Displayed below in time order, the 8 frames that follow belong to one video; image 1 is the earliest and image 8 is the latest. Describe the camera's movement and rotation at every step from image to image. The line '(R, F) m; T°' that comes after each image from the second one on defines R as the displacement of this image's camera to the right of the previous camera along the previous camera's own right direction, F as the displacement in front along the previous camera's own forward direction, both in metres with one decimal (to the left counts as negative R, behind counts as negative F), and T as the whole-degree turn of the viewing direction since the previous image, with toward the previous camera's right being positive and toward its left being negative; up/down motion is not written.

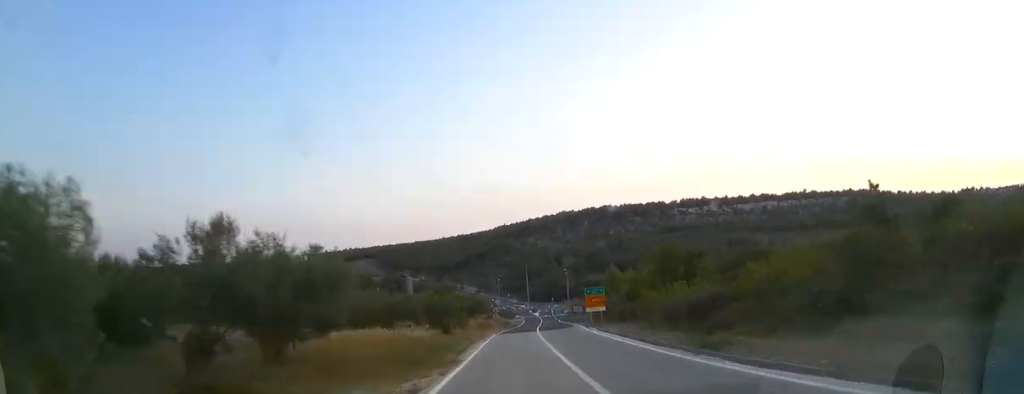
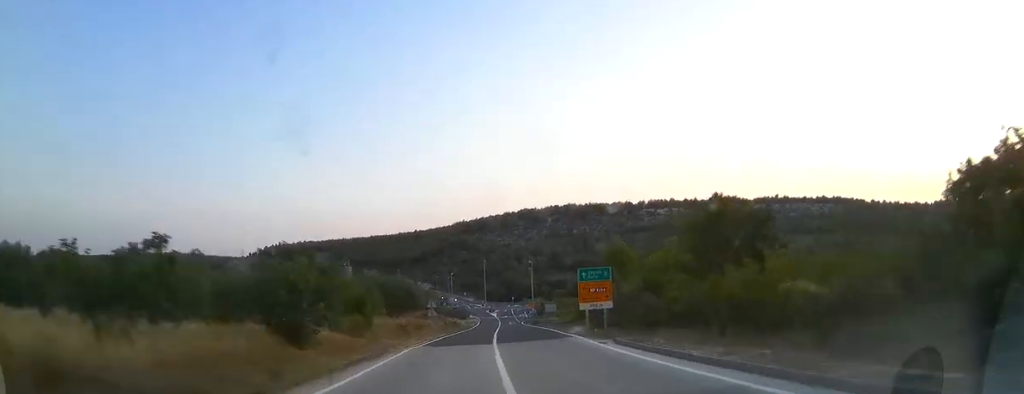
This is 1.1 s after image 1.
(+1.1, +21.9) m; +2°
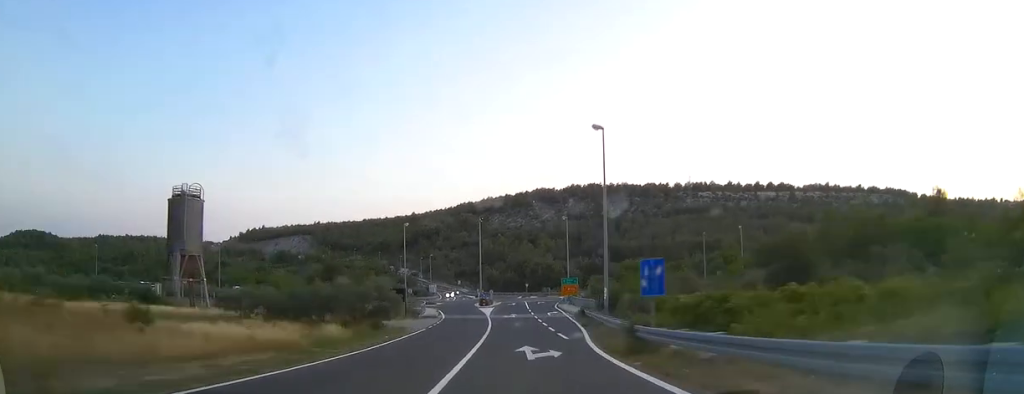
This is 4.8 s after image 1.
(+2.0, +69.8) m; +1°
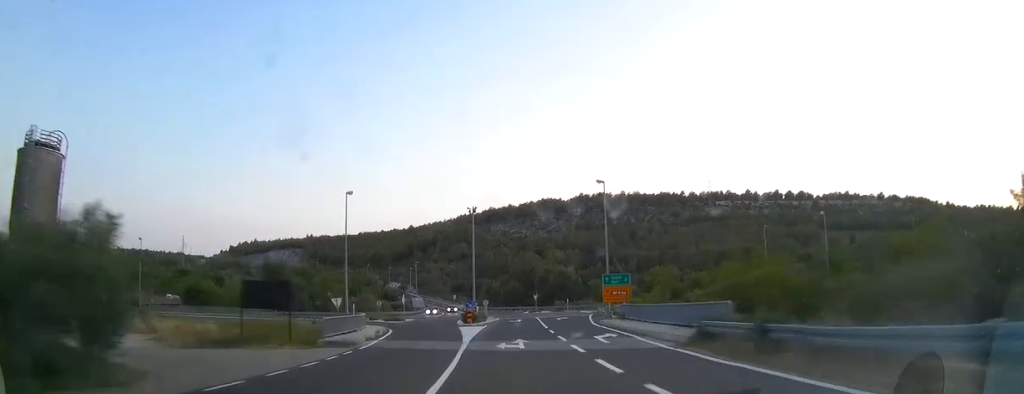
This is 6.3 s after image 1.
(0.0, +25.7) m; 0°
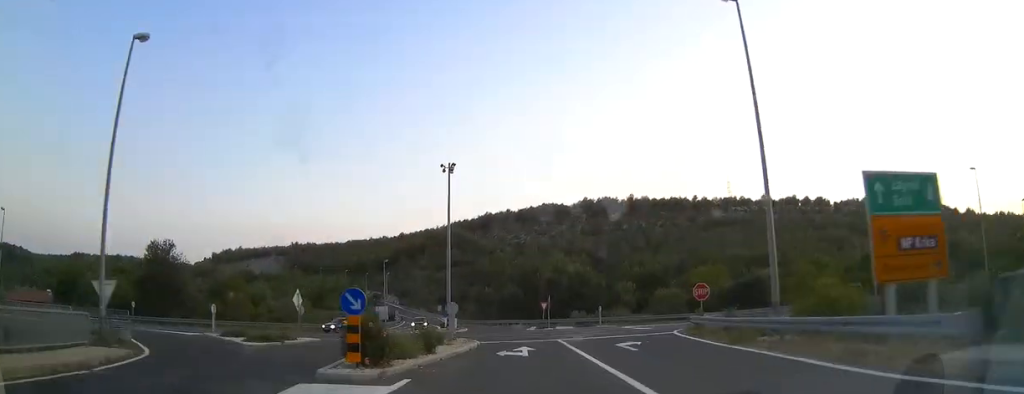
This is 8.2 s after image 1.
(0.0, +28.2) m; 0°
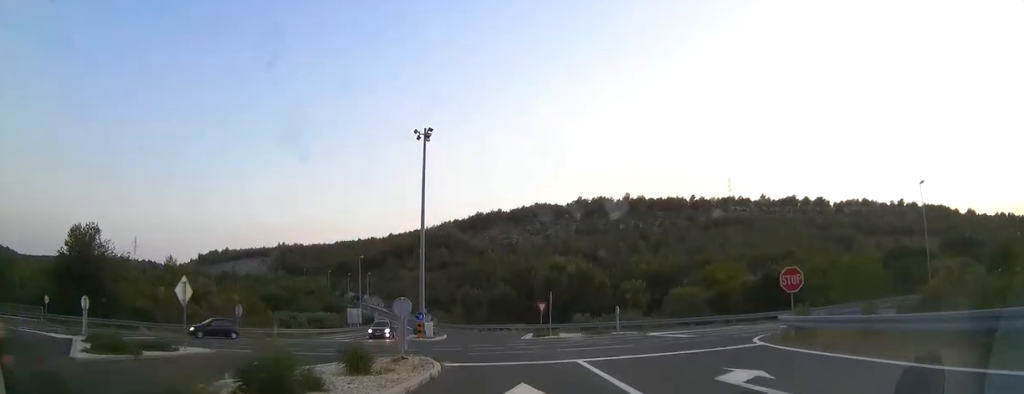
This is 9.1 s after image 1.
(+0.1, +9.6) m; 0°
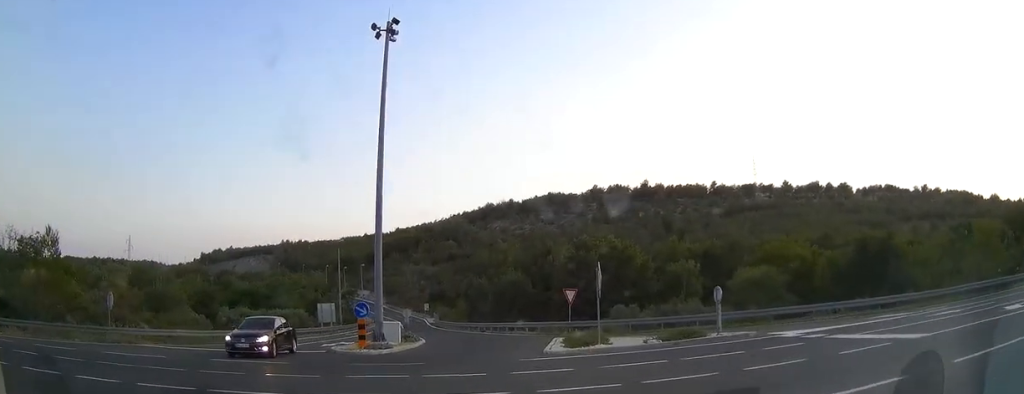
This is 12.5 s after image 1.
(-0.1, +26.1) m; -10°
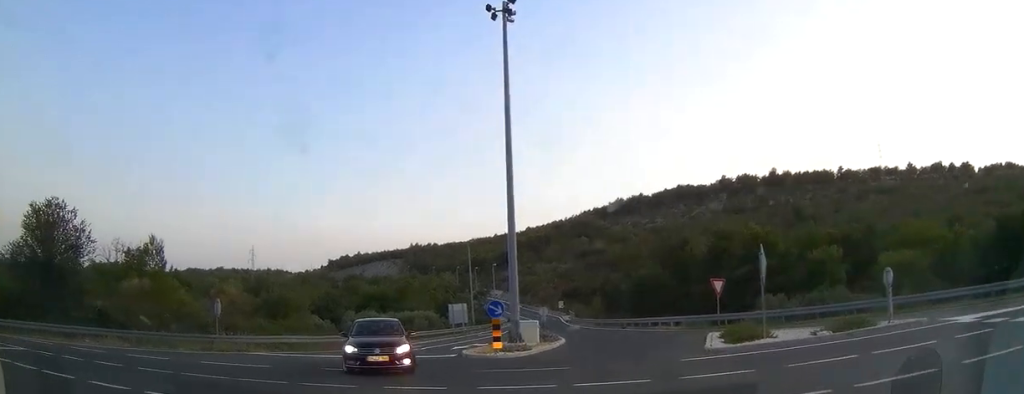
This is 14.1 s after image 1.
(-1.0, +7.3) m; -23°
